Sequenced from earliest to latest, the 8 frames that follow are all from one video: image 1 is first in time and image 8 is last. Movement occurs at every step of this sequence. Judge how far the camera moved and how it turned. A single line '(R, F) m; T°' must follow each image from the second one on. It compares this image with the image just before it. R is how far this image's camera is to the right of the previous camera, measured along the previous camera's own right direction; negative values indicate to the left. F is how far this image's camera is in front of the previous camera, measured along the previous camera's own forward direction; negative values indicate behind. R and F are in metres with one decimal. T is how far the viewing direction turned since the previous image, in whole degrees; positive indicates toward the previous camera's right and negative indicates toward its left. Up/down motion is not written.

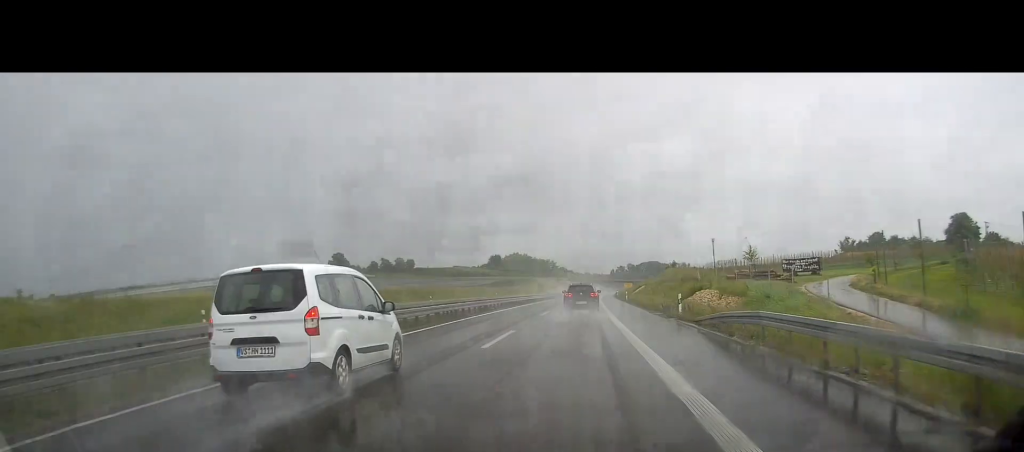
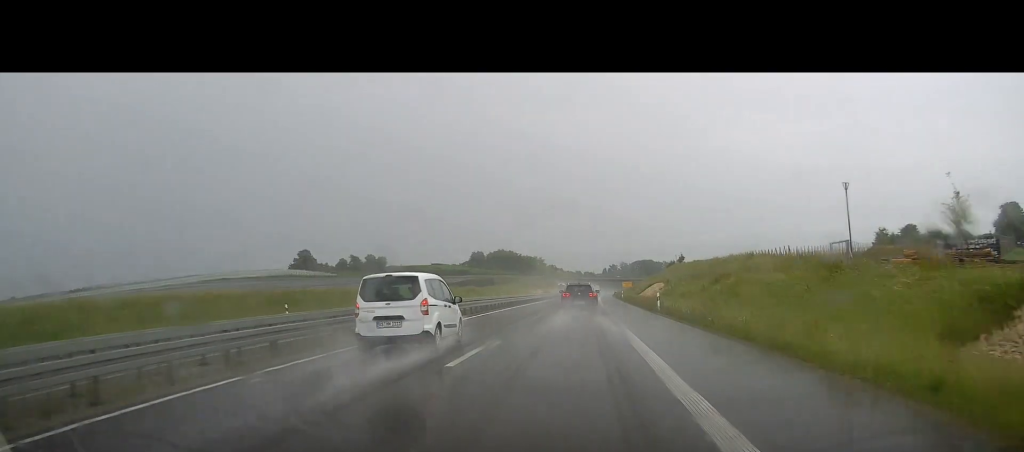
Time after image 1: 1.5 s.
(0.0, +38.9) m; 0°
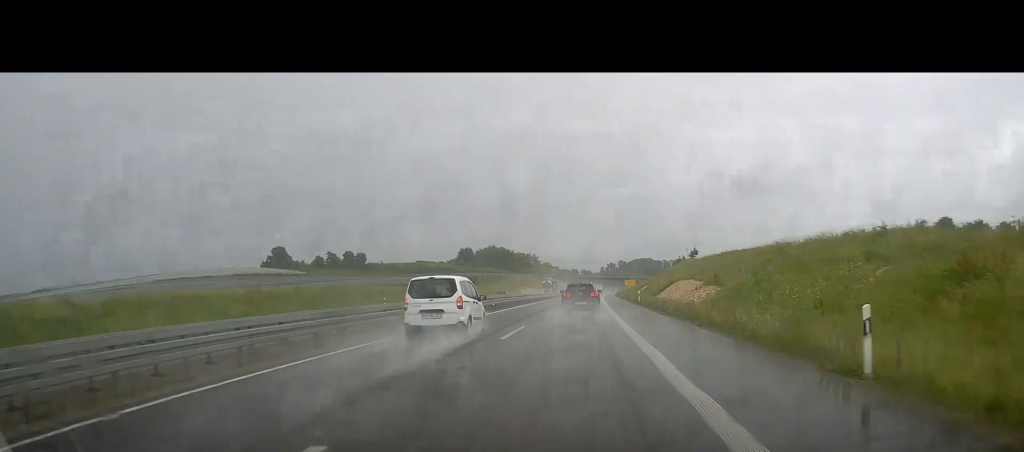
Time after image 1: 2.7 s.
(+0.1, +29.2) m; +1°
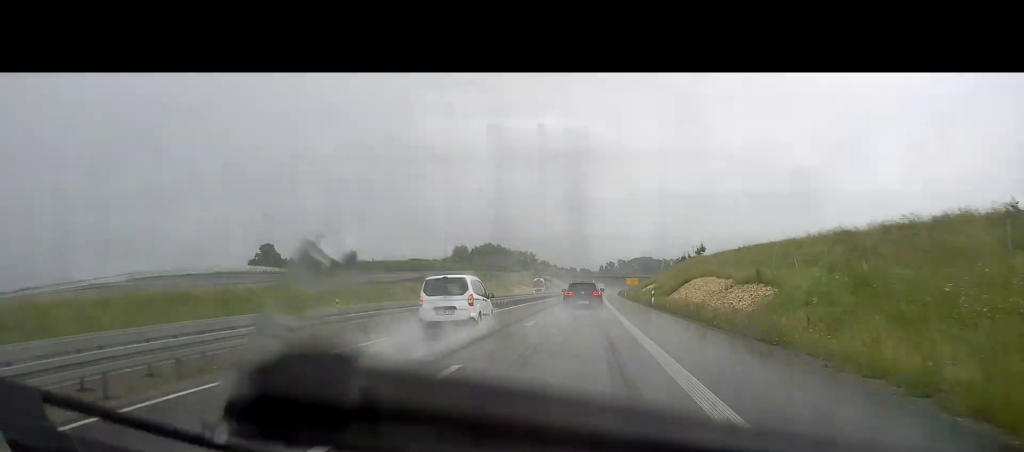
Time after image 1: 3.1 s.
(+0.1, +12.2) m; 0°
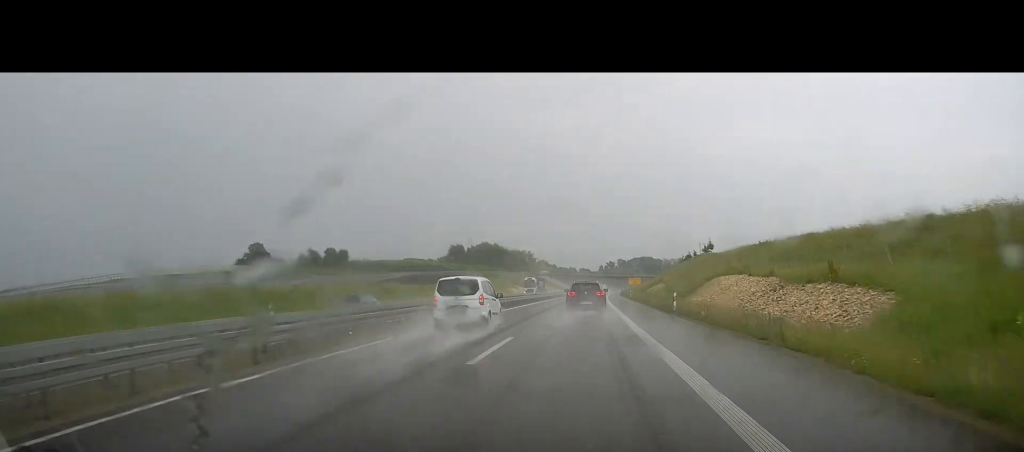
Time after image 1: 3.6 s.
(+0.1, +11.3) m; 0°
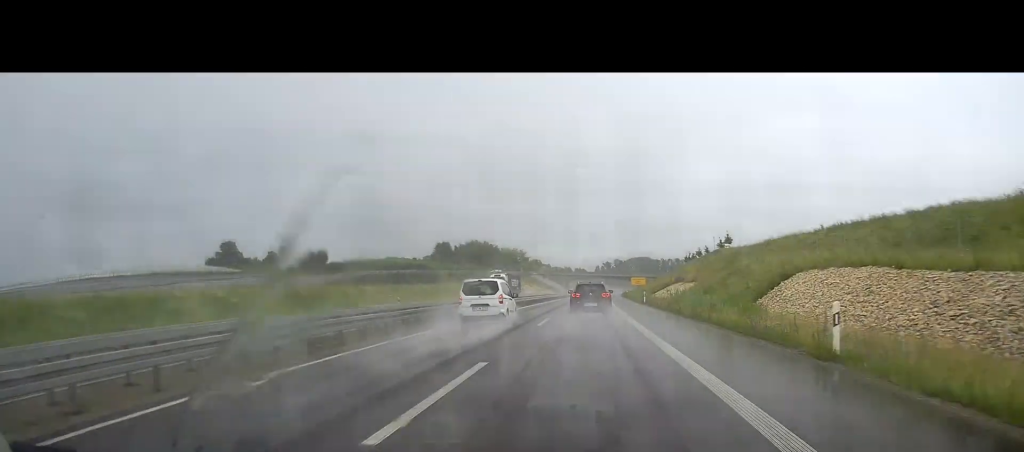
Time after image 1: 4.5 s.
(0.0, +23.7) m; 0°
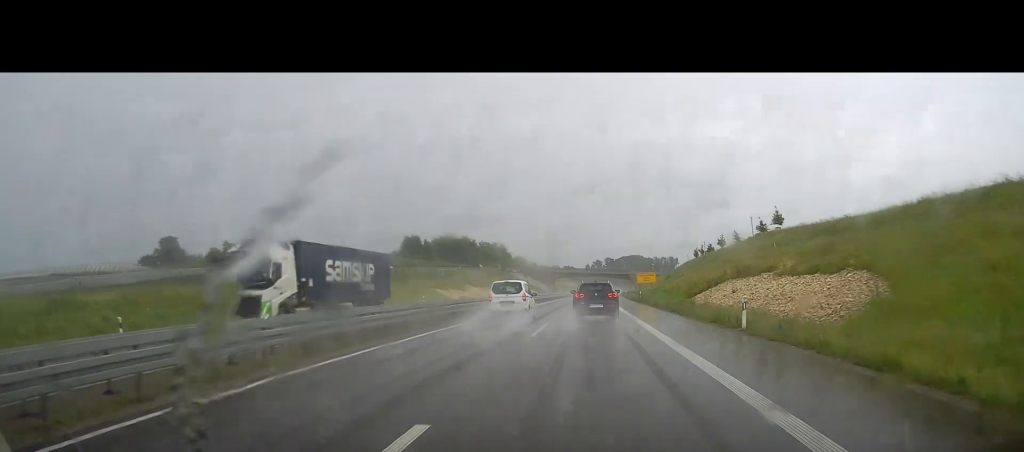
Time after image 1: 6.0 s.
(+0.2, +40.7) m; +1°
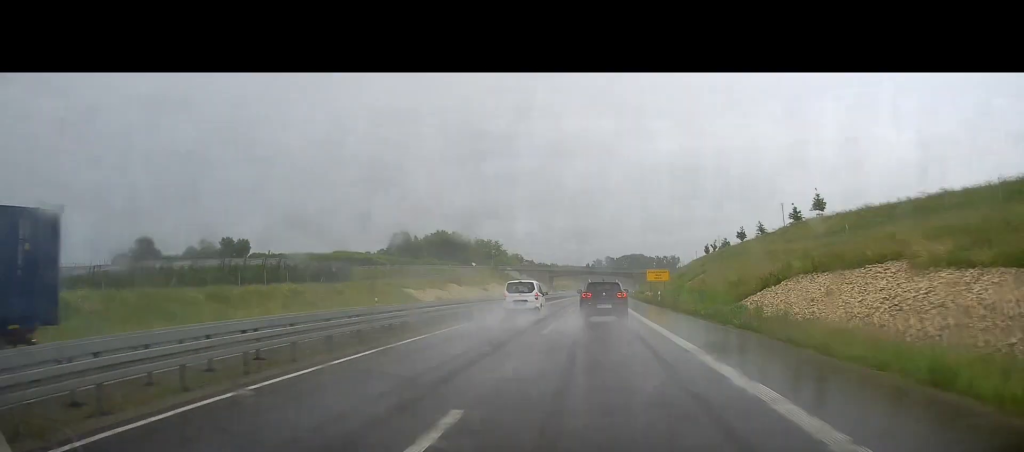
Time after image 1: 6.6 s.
(+0.2, +17.0) m; 0°
